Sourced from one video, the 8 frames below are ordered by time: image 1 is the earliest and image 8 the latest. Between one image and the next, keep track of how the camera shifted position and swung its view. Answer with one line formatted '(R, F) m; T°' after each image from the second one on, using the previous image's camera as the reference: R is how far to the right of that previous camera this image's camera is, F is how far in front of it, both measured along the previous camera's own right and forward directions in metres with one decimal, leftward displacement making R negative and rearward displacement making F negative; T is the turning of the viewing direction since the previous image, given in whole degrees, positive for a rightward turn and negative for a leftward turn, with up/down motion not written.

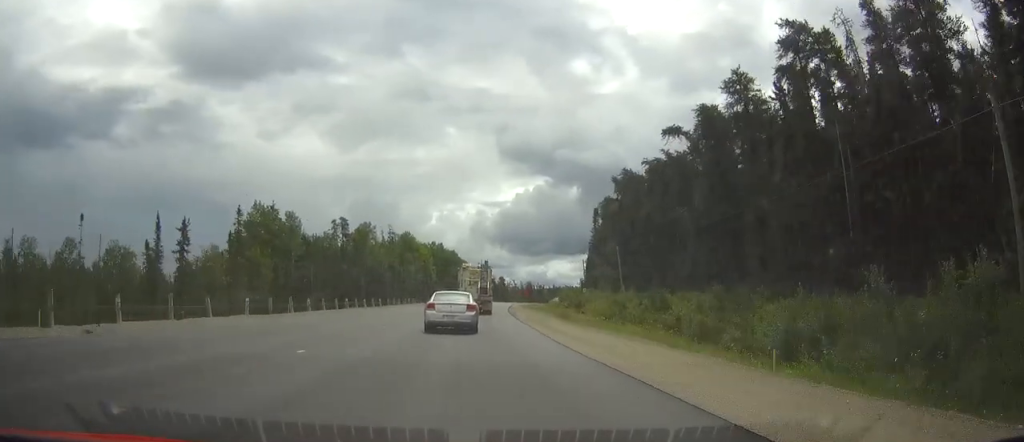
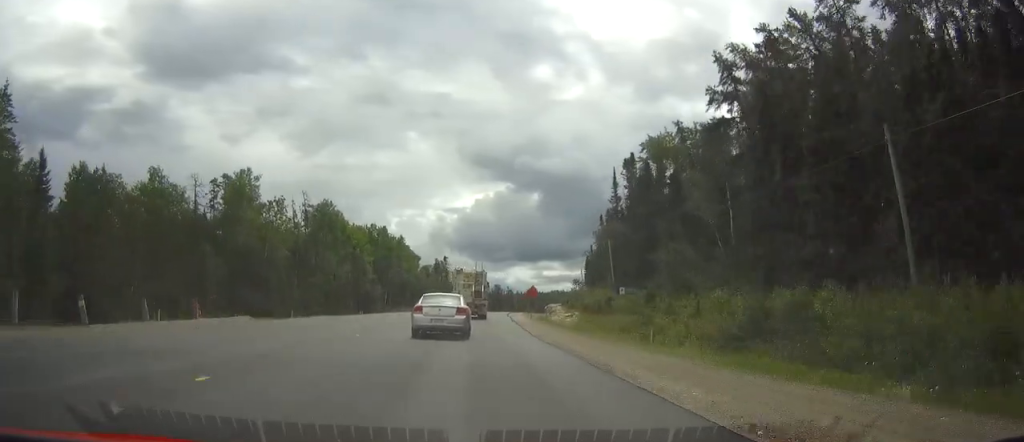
(+2.1, +67.0) m; +4°
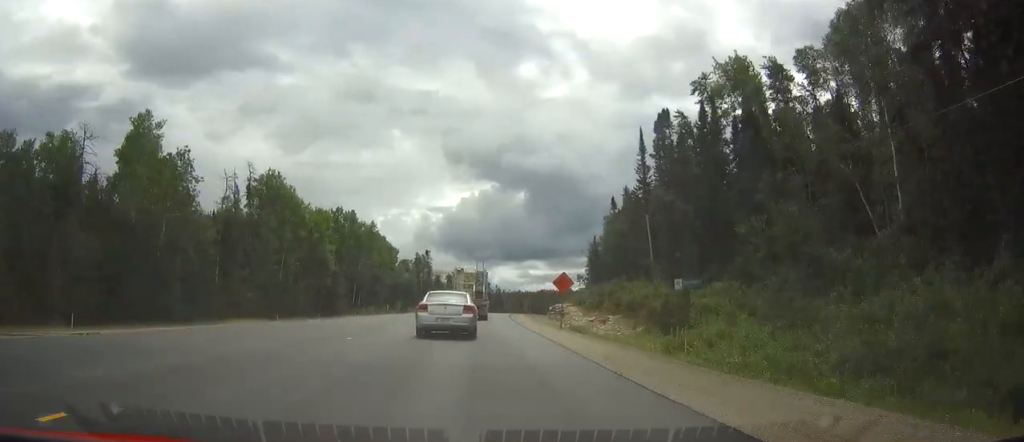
(+0.3, +27.5) m; +1°
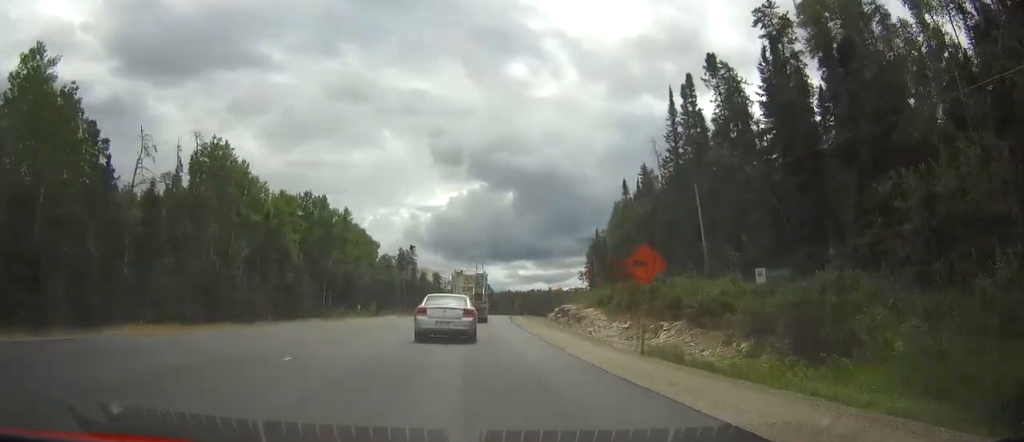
(+0.1, +18.9) m; +1°
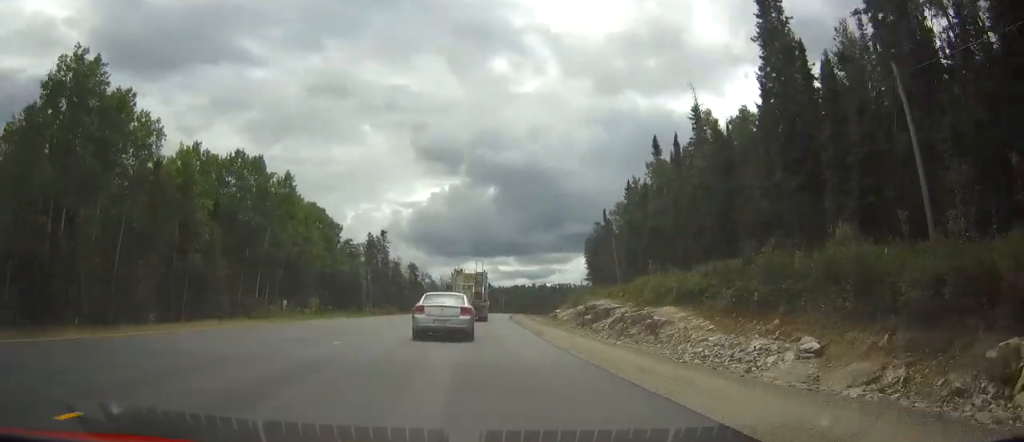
(+0.5, +29.9) m; +1°
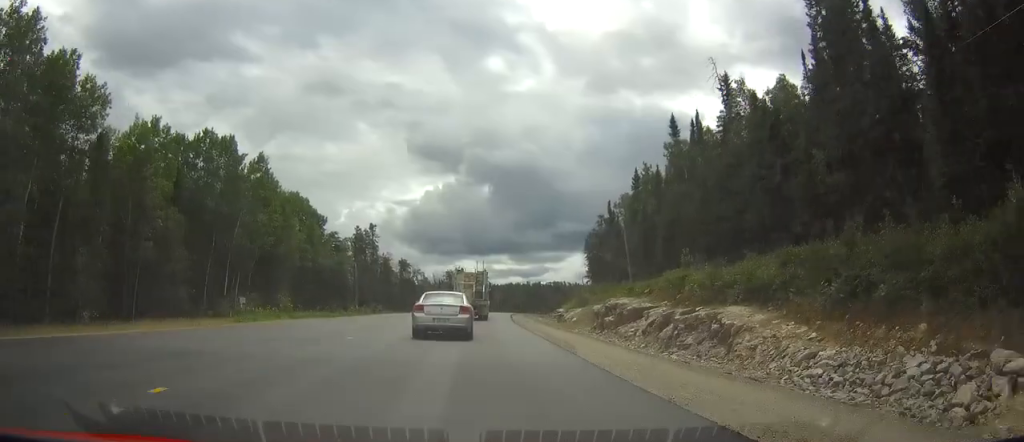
(0.0, +10.4) m; 0°
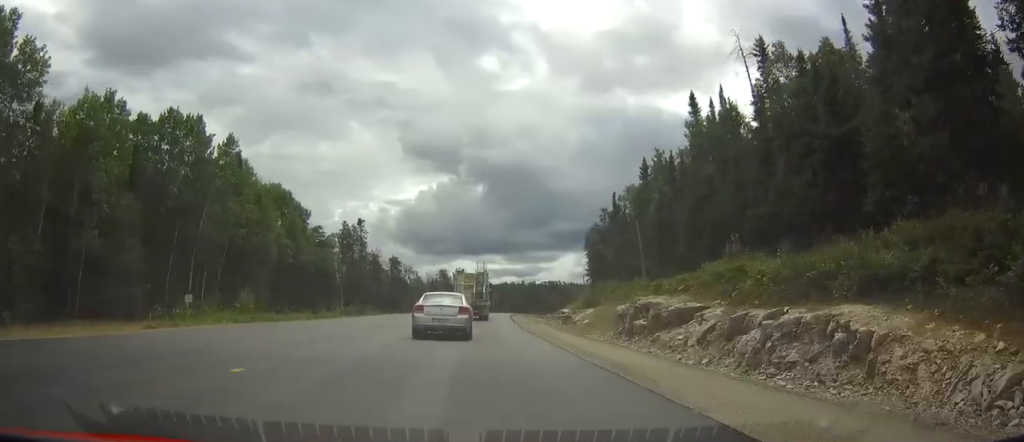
(0.0, +9.6) m; +1°
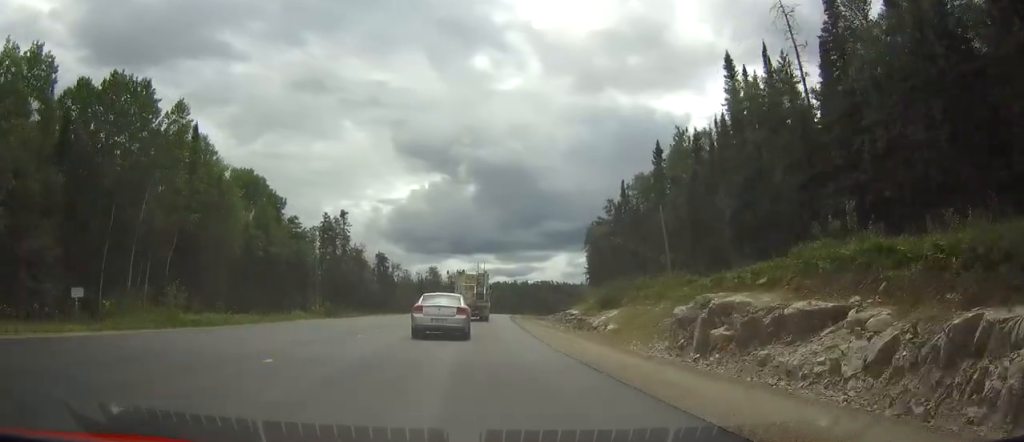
(+0.2, +12.7) m; +1°
